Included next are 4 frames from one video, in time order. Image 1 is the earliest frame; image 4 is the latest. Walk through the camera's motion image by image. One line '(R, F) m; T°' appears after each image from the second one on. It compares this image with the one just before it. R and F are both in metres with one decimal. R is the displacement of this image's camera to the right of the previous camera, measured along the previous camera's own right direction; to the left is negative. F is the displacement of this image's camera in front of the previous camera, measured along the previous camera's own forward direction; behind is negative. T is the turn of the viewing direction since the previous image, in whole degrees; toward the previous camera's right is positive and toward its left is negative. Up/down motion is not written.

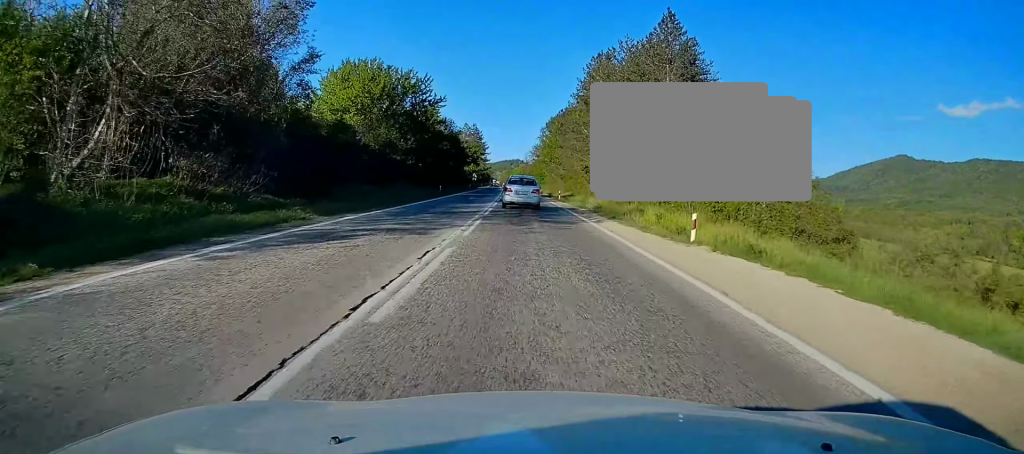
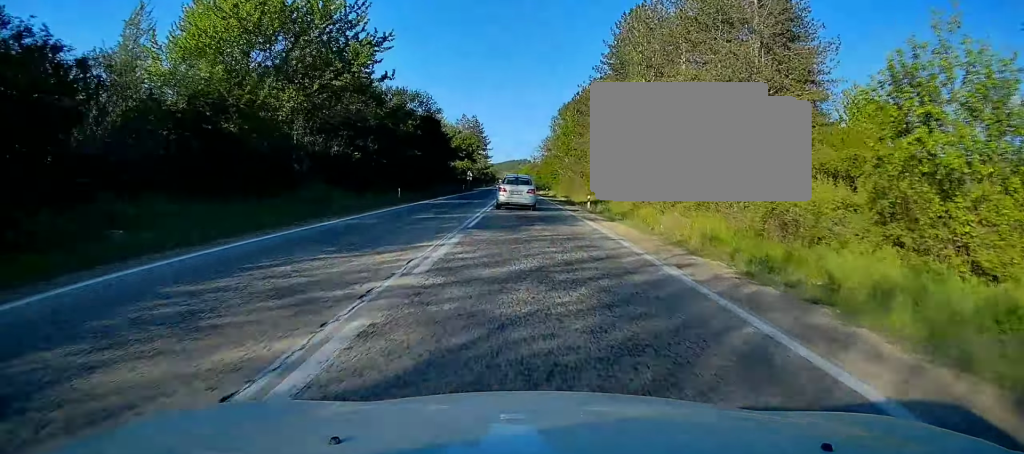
(-0.1, +23.9) m; -1°
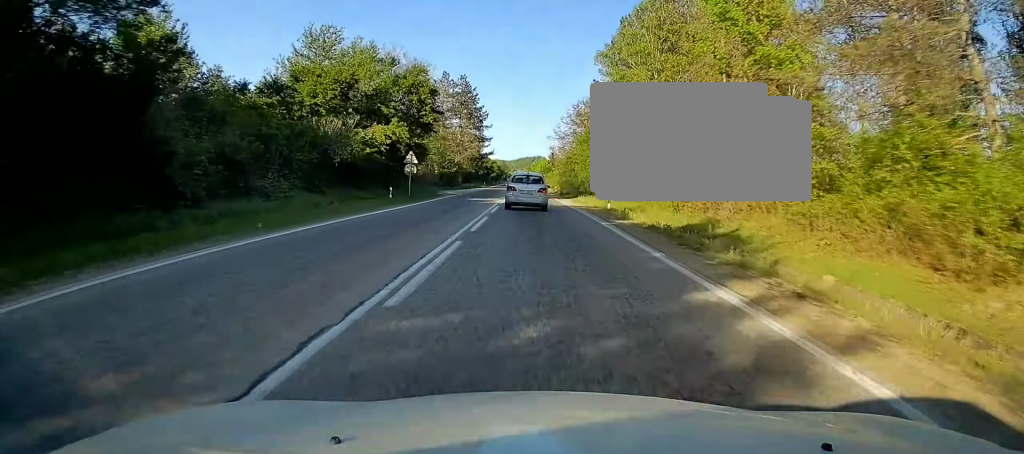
(-0.5, +56.9) m; -1°
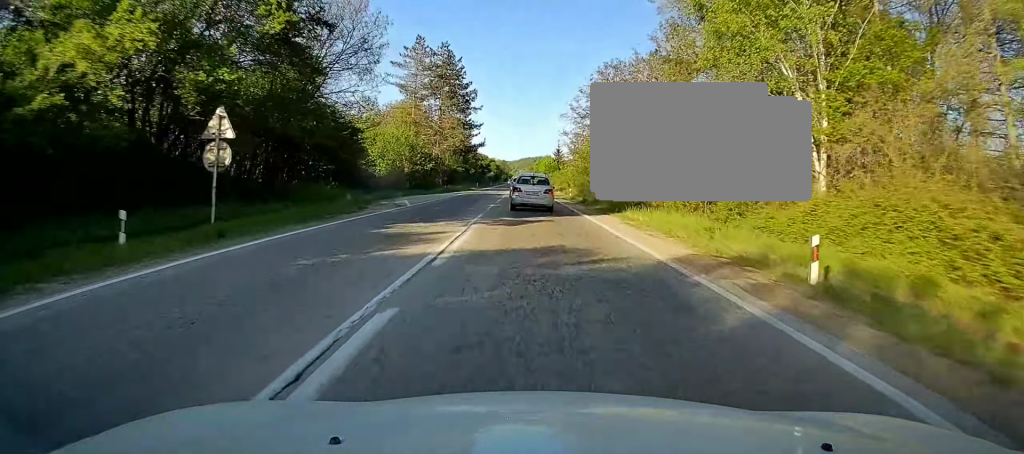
(-0.3, +25.1) m; -1°
